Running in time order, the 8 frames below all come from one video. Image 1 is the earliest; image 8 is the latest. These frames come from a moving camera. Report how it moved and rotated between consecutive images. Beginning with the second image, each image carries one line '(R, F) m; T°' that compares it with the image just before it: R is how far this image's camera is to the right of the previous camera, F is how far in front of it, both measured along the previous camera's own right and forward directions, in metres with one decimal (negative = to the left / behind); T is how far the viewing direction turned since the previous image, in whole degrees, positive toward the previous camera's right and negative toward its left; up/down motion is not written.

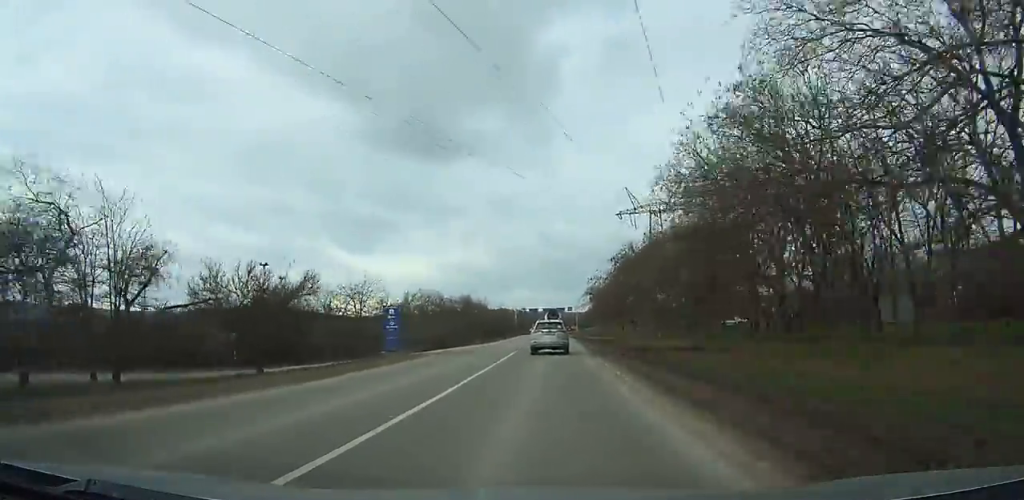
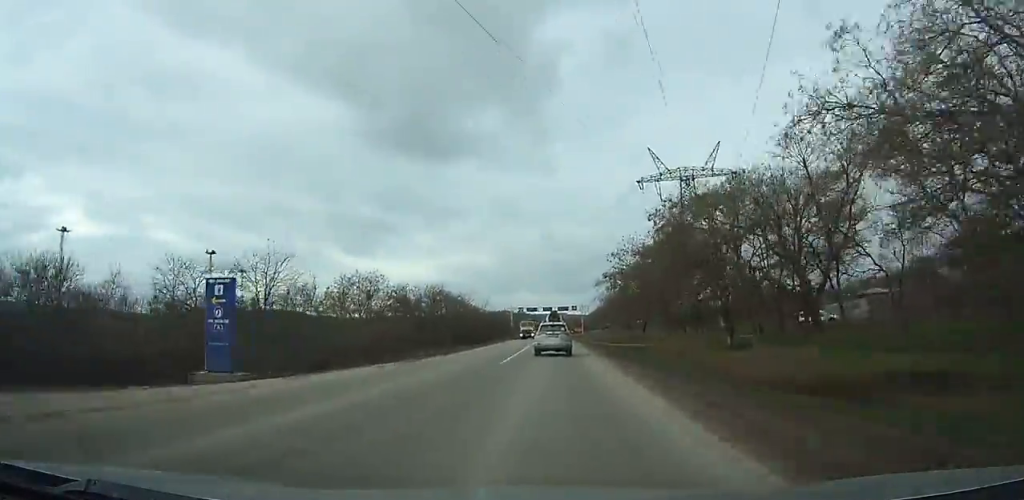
(-0.1, +28.8) m; 0°
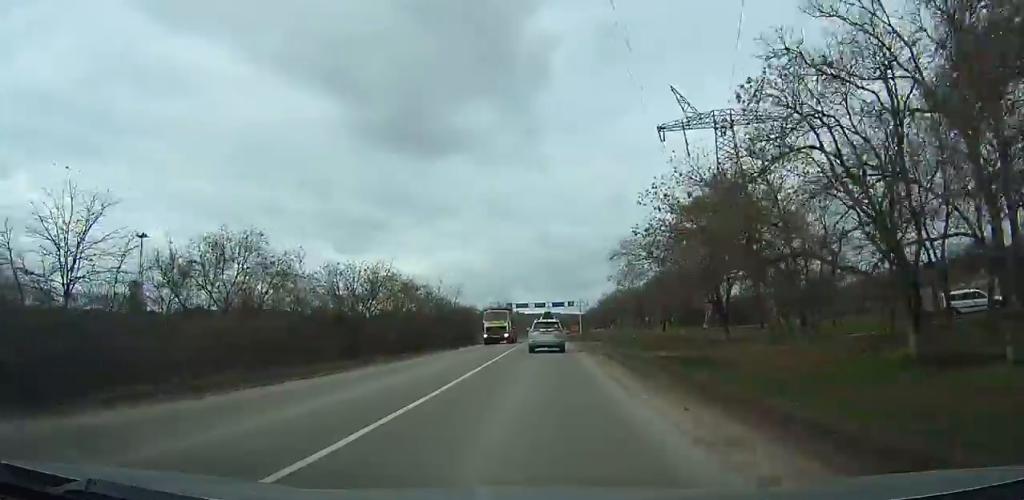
(+0.1, +24.4) m; +1°
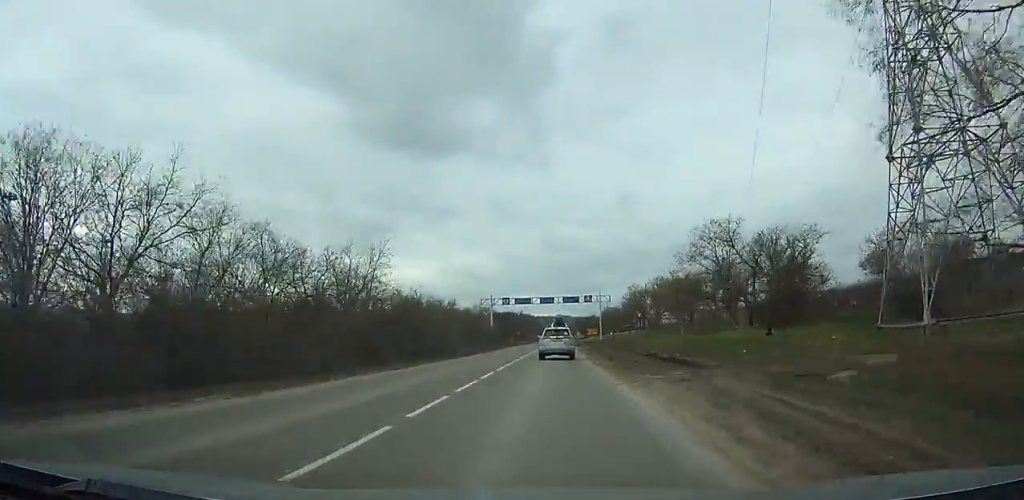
(+0.4, +37.2) m; +1°
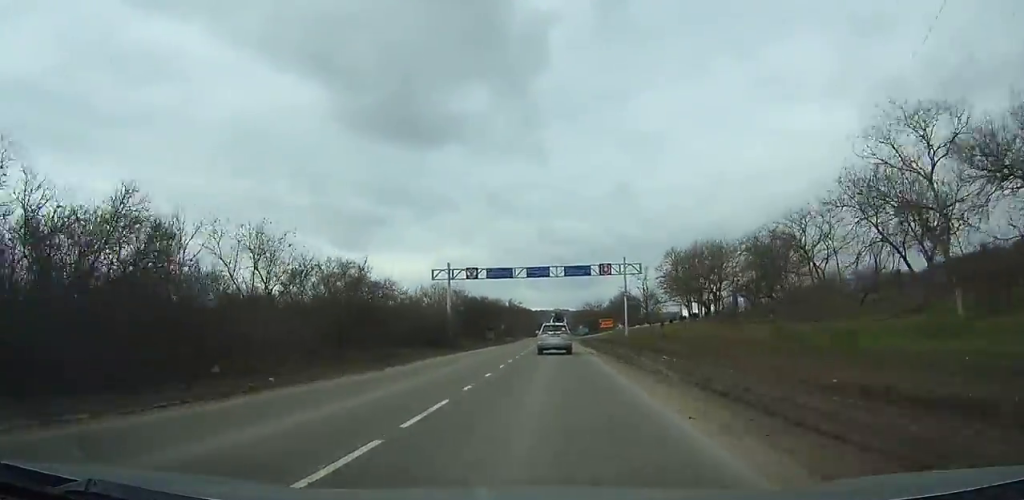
(+0.1, +43.8) m; 0°
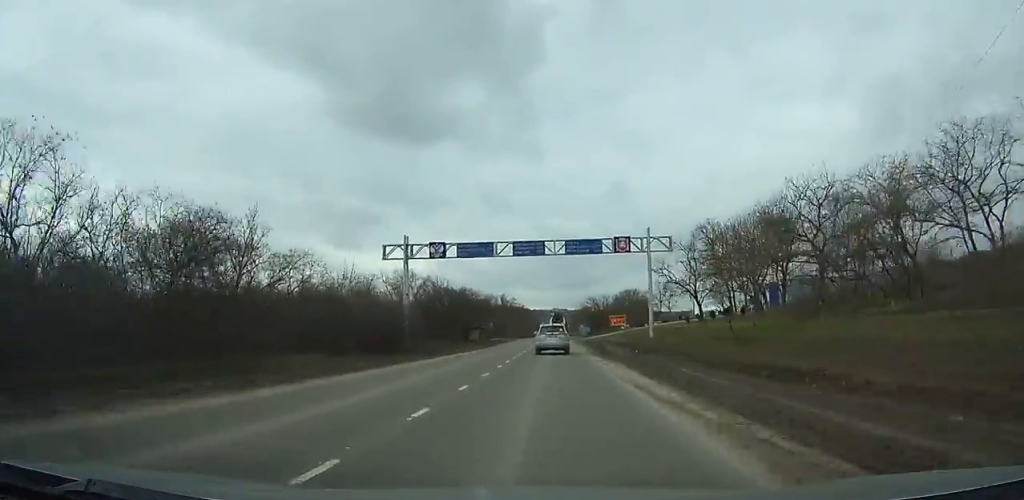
(0.0, +19.8) m; 0°
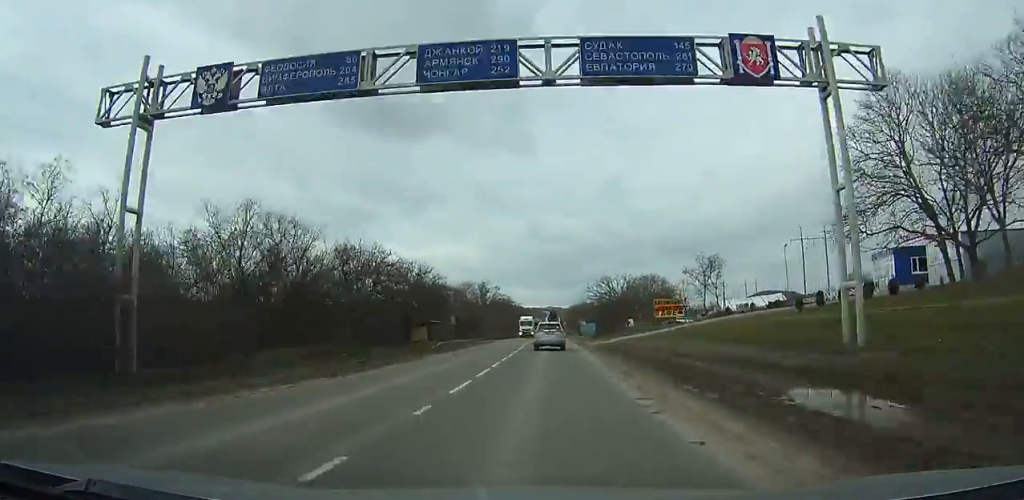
(0.0, +35.6) m; 0°
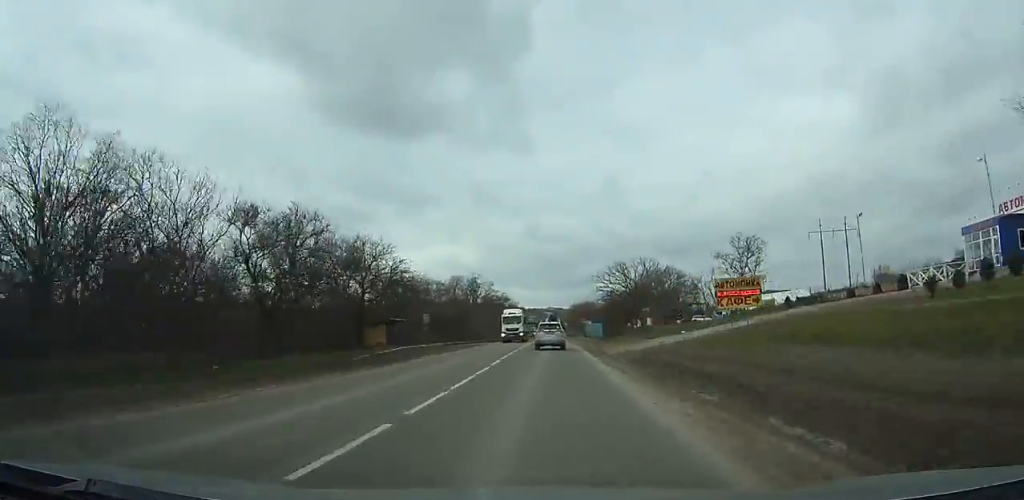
(0.0, +14.9) m; 0°
